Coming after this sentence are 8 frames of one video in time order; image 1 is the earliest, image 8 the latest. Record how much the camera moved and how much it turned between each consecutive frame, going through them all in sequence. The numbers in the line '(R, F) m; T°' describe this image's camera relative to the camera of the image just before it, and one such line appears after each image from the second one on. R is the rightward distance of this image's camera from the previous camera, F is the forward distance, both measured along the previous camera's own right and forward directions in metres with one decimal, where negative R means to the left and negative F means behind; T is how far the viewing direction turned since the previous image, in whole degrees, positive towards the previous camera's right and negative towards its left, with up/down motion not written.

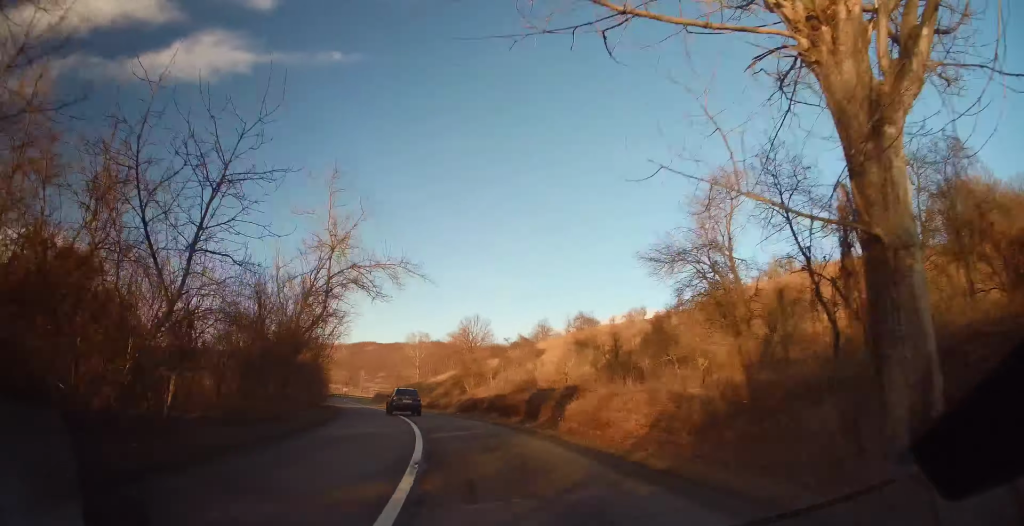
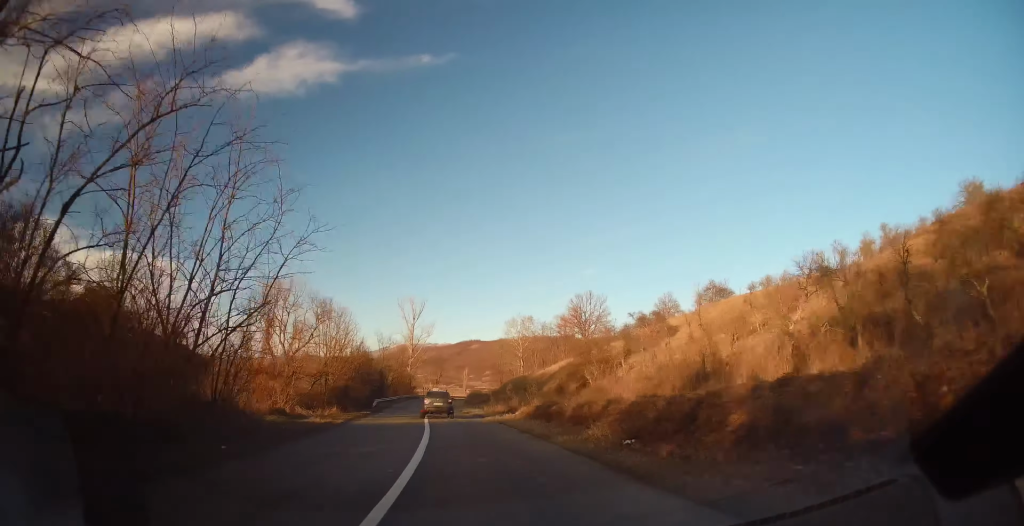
(-2.0, +24.8) m; -8°
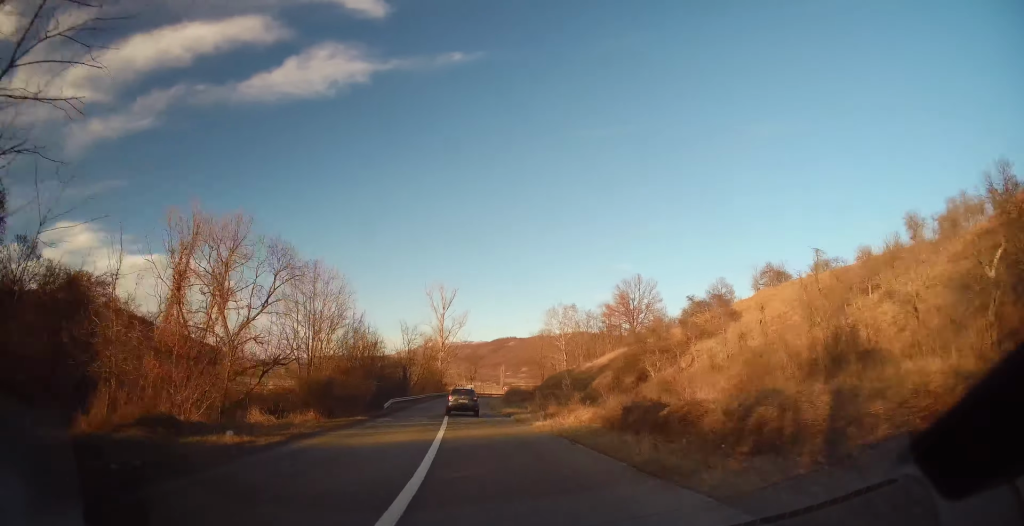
(-0.4, +10.9) m; -2°
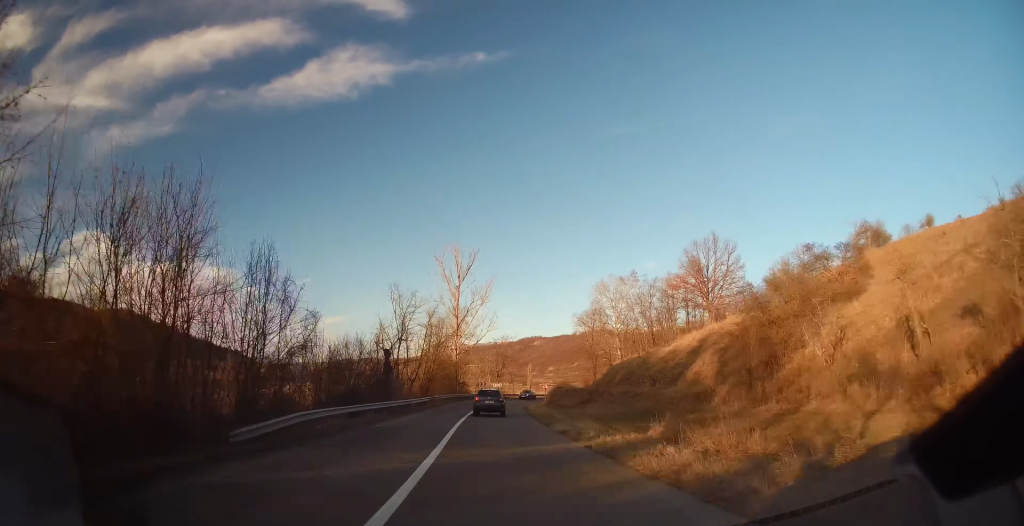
(-0.9, +25.5) m; -3°
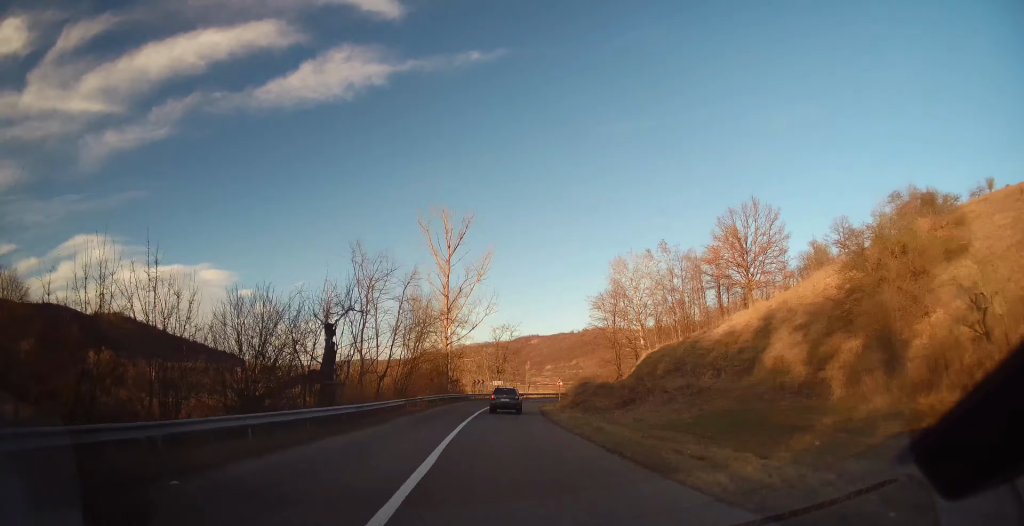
(-0.1, +14.4) m; +2°
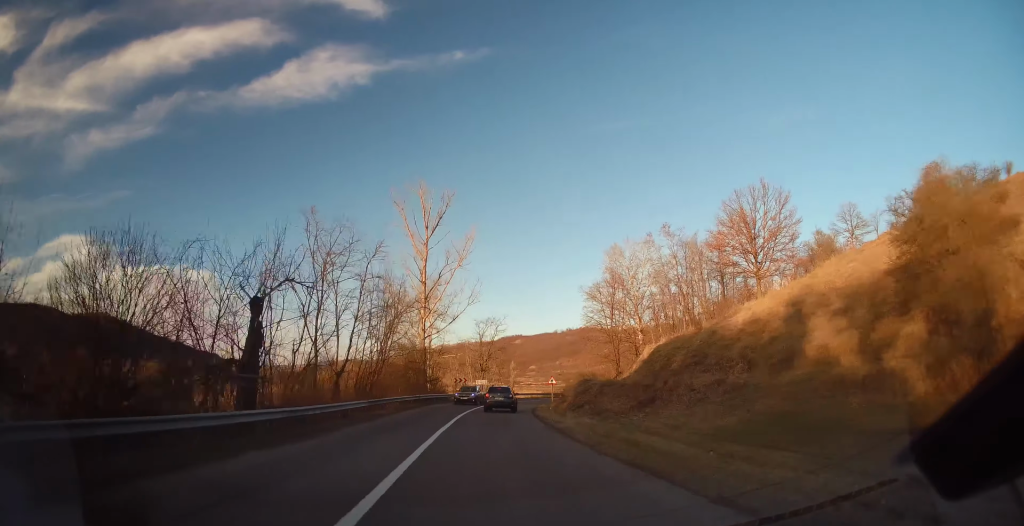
(-0.2, +6.8) m; +1°
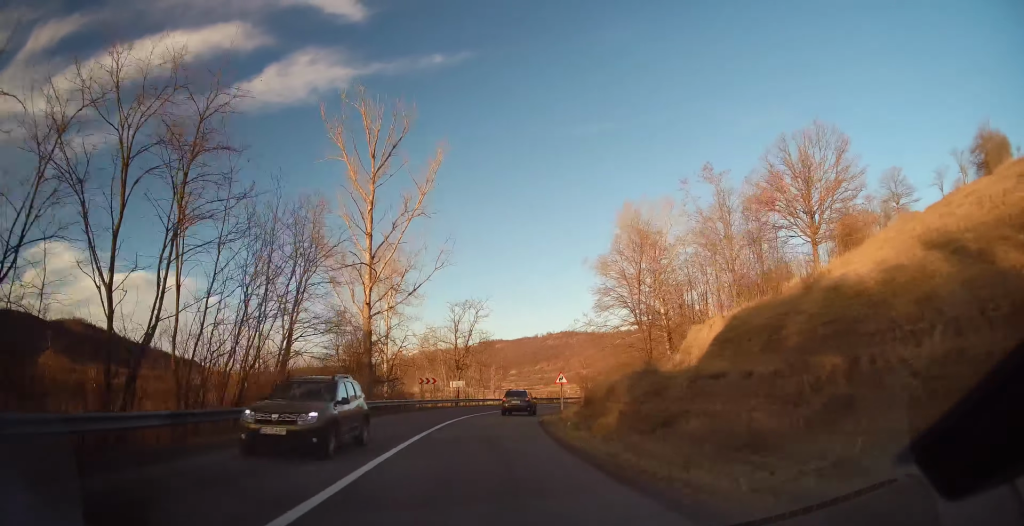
(+0.9, +16.0) m; +3°
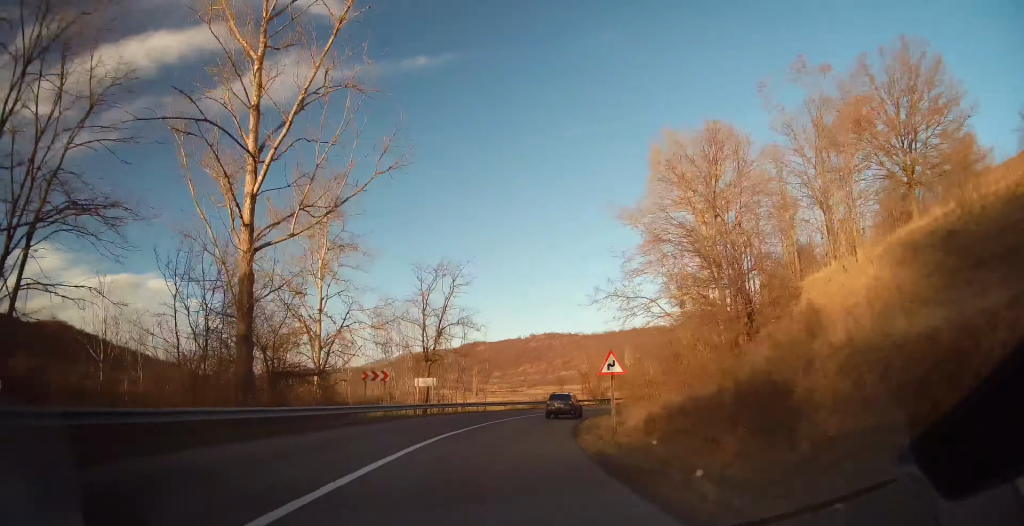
(0.0, +15.3) m; +3°
